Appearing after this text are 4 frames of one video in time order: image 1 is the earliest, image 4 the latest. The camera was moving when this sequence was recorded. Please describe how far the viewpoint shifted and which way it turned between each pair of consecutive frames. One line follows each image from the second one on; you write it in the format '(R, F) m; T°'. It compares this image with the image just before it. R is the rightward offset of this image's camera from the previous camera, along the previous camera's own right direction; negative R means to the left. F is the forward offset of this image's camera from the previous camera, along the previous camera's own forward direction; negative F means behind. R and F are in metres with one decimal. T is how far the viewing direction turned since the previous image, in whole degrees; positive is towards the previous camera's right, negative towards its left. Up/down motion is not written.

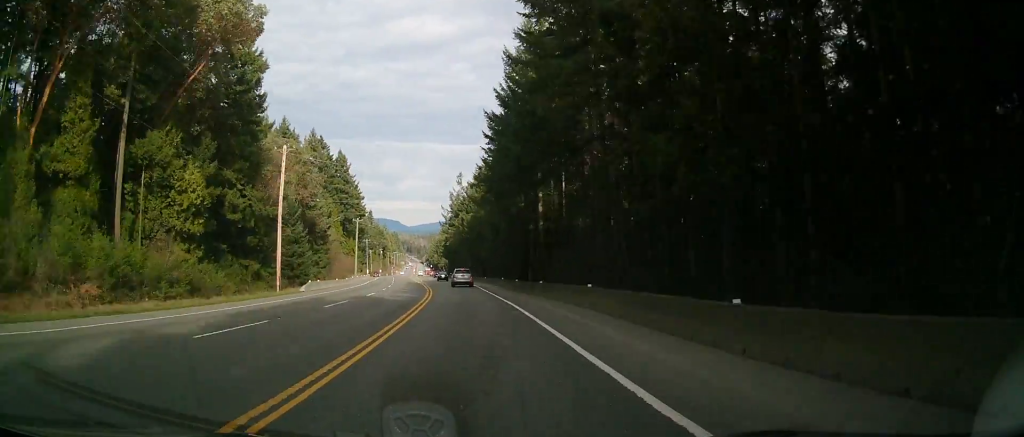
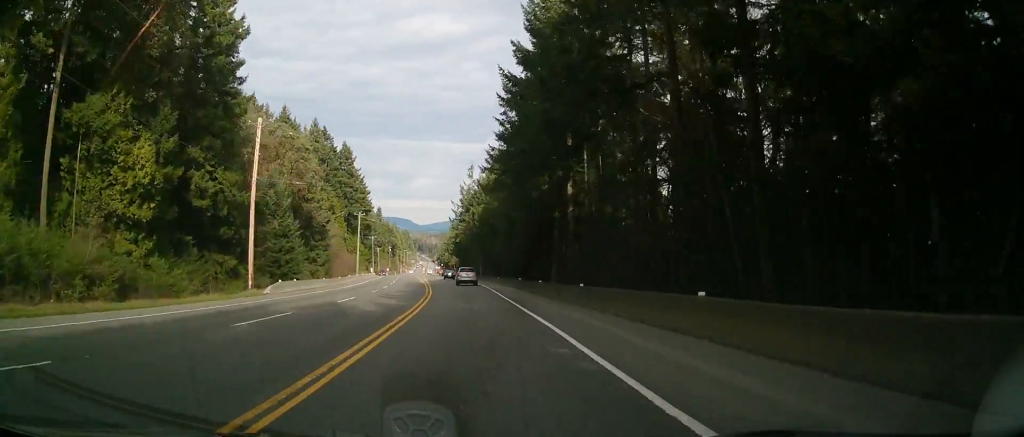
(0.0, +10.2) m; 0°
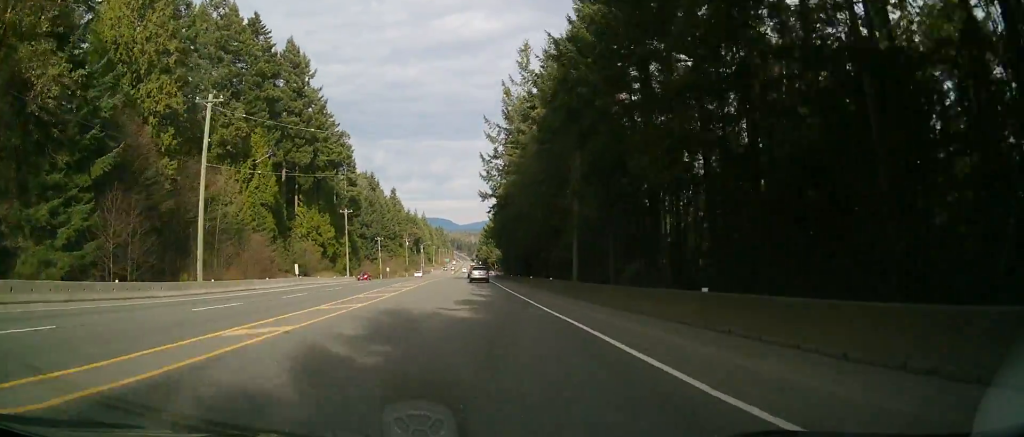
(-0.4, +83.0) m; -4°
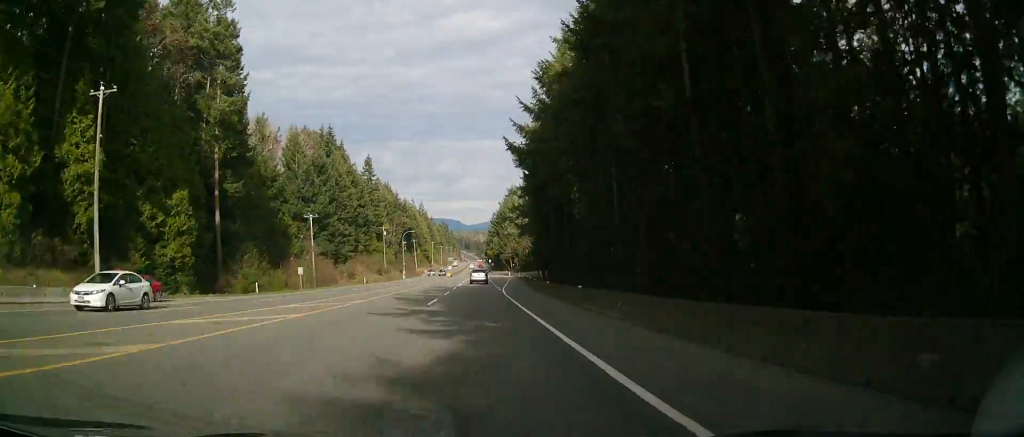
(-4.3, +73.7) m; -3°
